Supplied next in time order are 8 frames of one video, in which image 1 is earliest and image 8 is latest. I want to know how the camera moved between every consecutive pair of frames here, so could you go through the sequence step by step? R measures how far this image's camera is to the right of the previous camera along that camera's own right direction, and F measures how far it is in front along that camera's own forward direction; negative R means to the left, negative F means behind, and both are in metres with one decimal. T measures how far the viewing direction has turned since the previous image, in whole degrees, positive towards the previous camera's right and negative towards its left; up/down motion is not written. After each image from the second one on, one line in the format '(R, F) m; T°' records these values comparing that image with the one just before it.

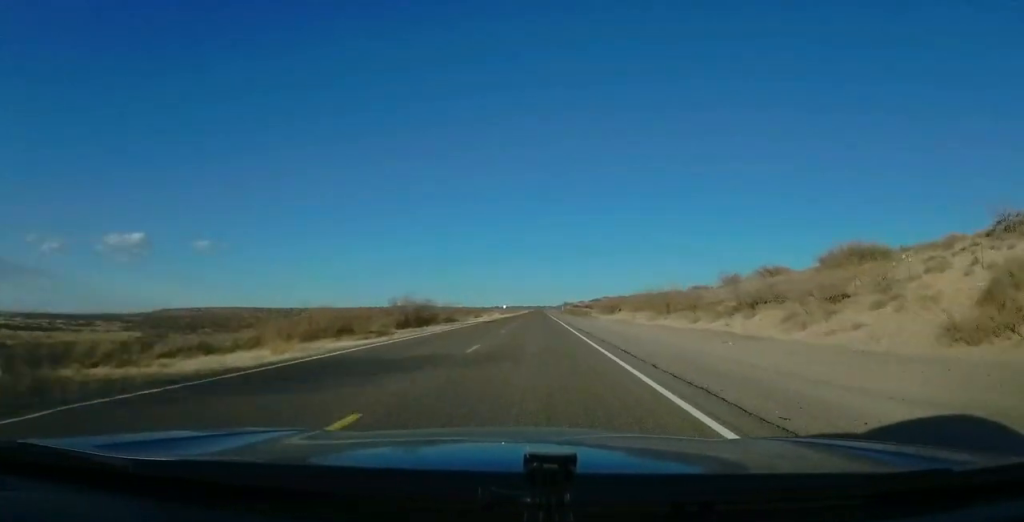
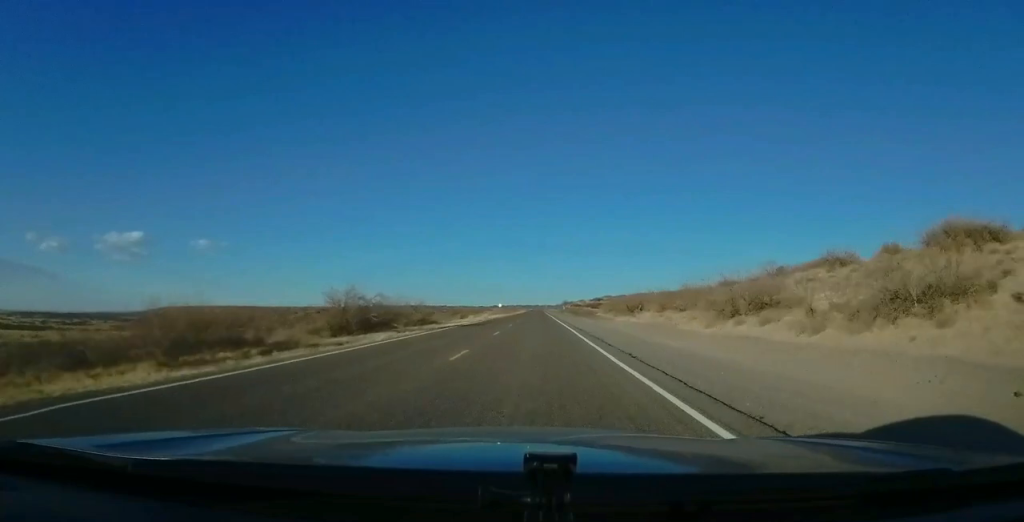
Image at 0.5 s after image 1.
(+0.1, +14.6) m; 0°
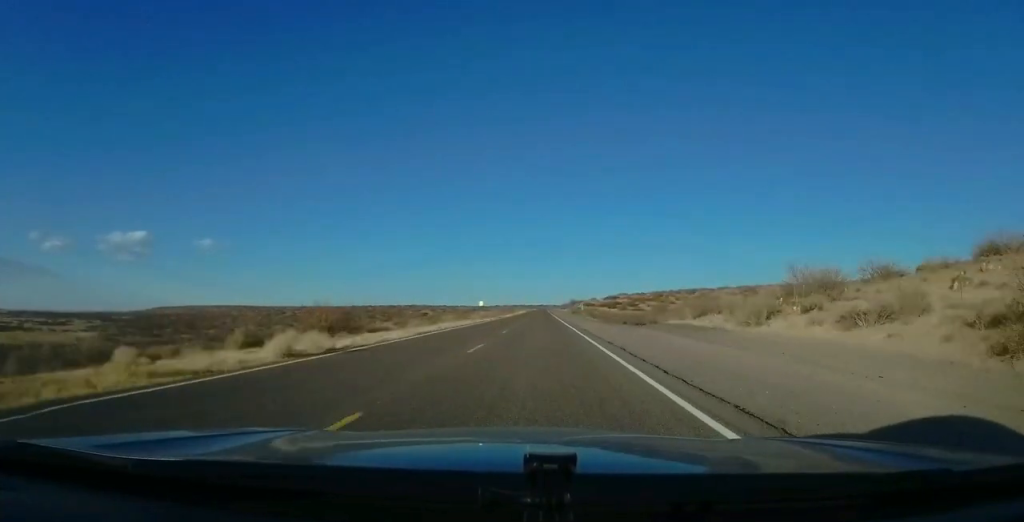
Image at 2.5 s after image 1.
(-0.7, +58.2) m; -1°
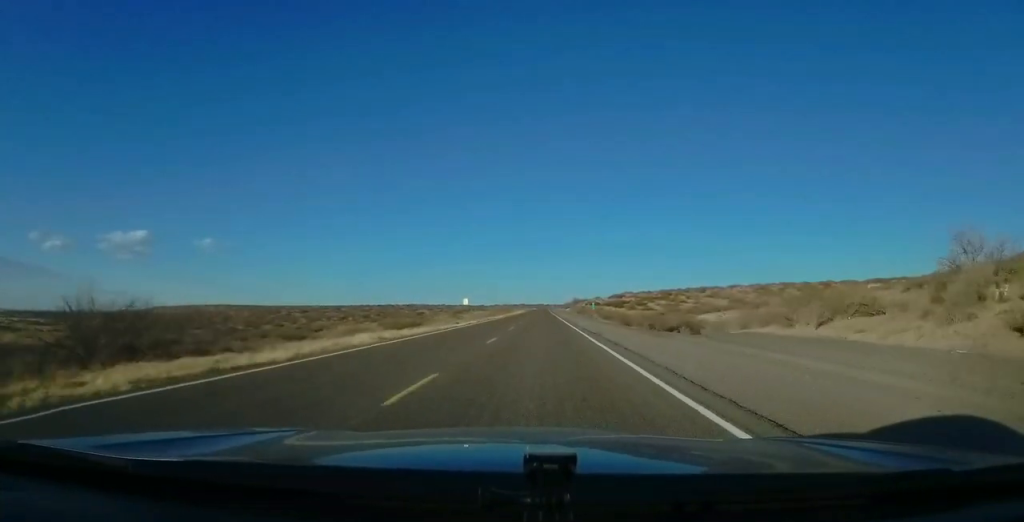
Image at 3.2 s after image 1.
(0.0, +20.5) m; 0°
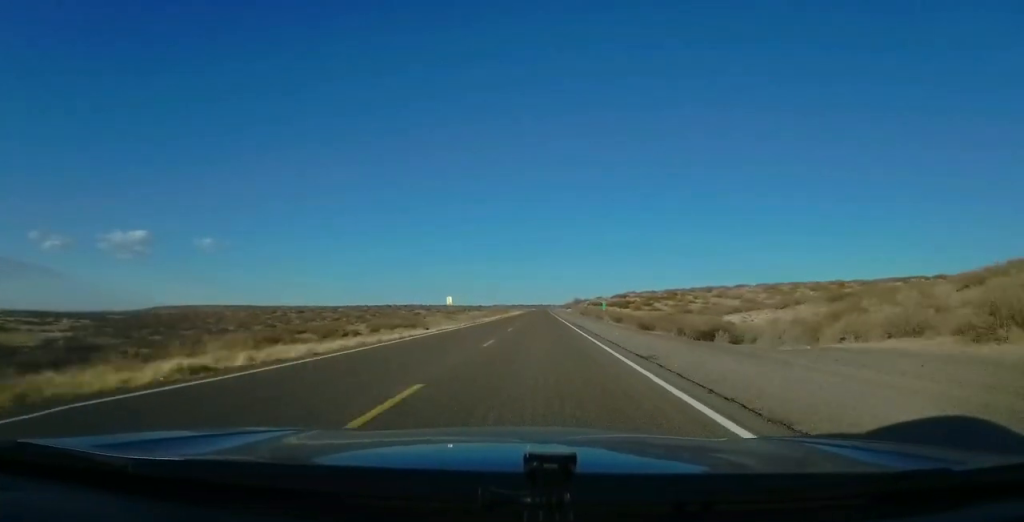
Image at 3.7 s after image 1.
(0.0, +13.7) m; 0°
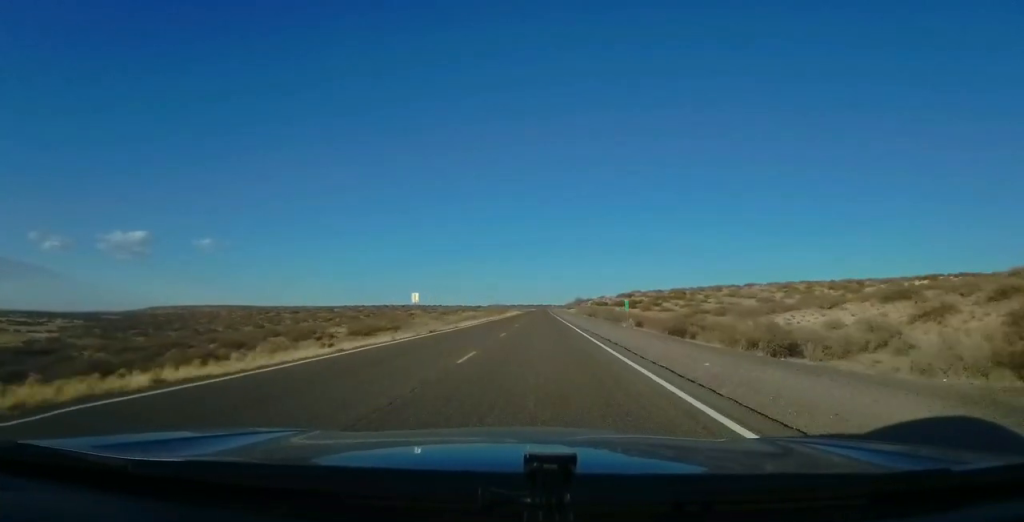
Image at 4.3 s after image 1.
(0.0, +17.5) m; 0°
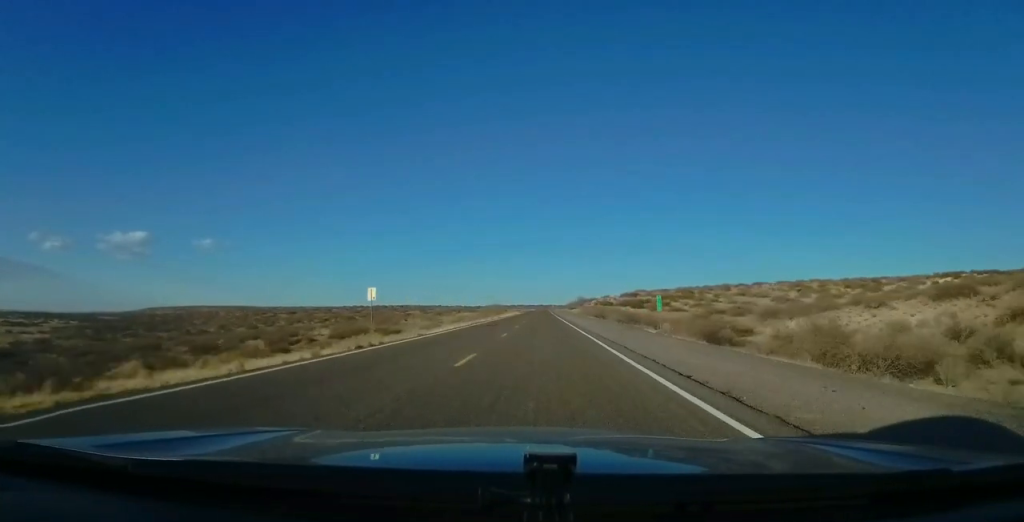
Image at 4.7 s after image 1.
(-0.1, +12.6) m; 0°
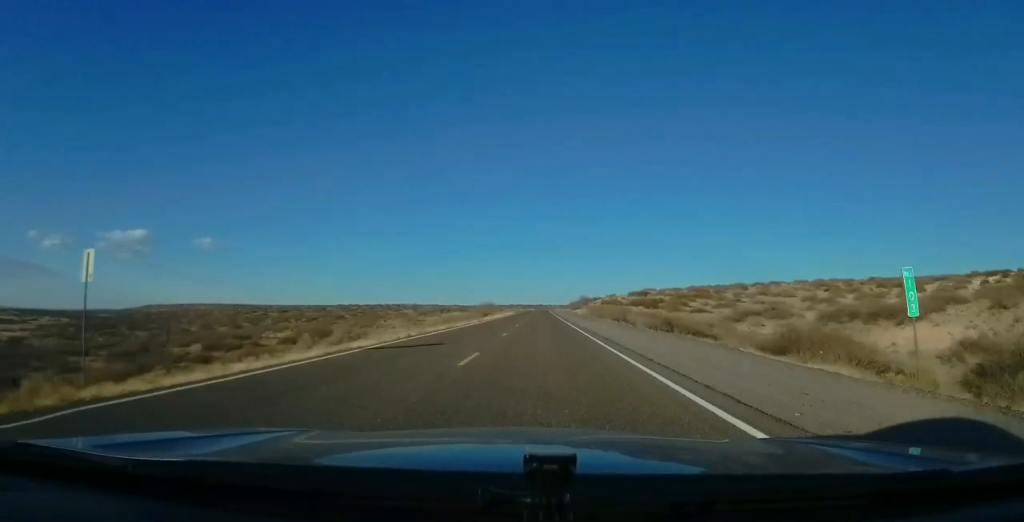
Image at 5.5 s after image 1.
(+0.3, +24.5) m; 0°
